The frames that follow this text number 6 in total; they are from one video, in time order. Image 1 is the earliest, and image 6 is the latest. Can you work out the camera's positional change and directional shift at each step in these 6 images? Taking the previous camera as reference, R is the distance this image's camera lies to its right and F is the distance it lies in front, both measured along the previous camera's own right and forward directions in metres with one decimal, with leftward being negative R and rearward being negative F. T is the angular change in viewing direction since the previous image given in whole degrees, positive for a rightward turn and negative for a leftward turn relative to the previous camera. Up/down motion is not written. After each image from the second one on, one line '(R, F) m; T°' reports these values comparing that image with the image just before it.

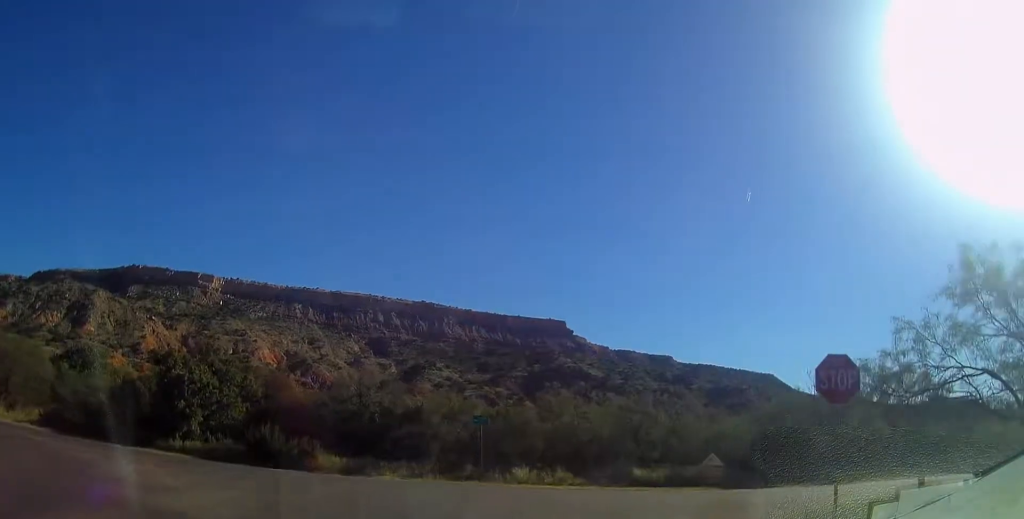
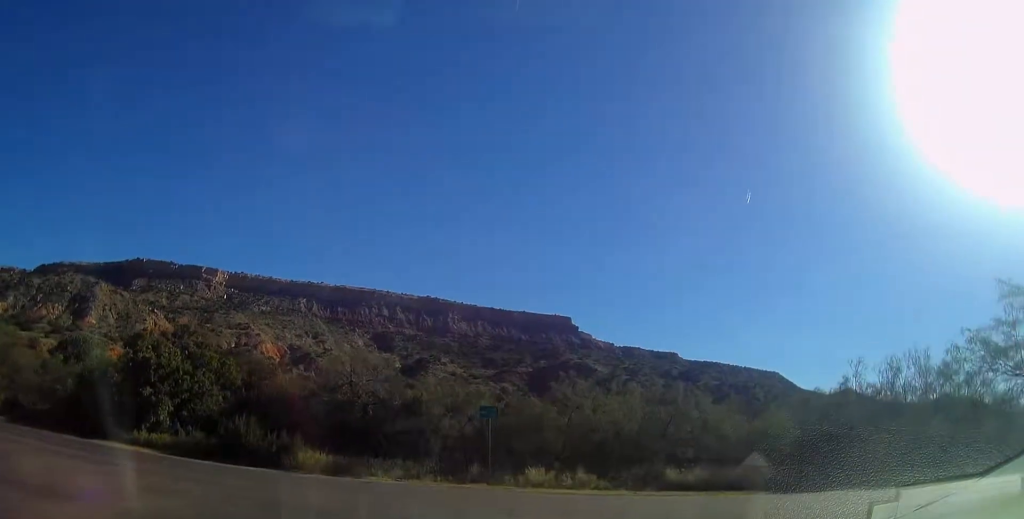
(0.0, +4.3) m; -1°
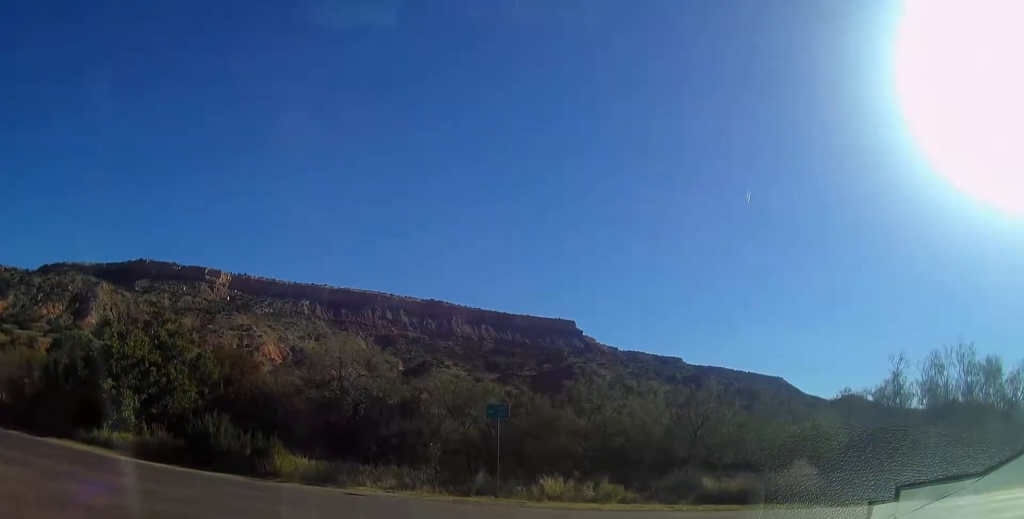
(-0.1, +3.7) m; +3°
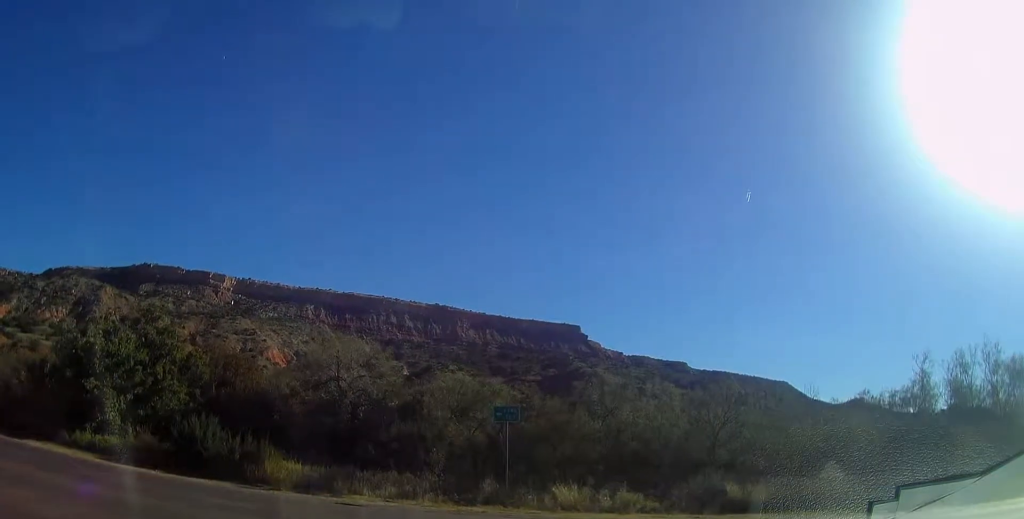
(+0.1, +1.5) m; -7°
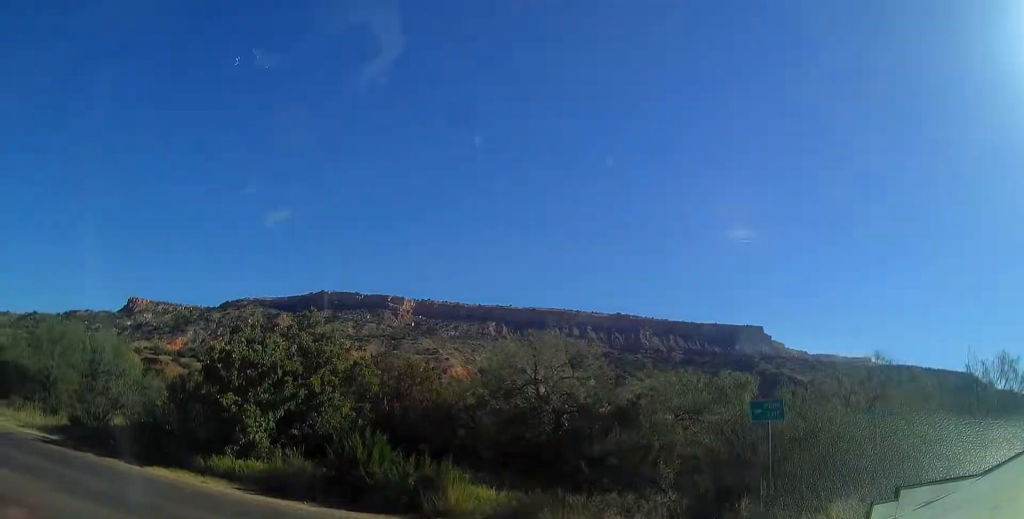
(-1.2, +4.5) m; -30°
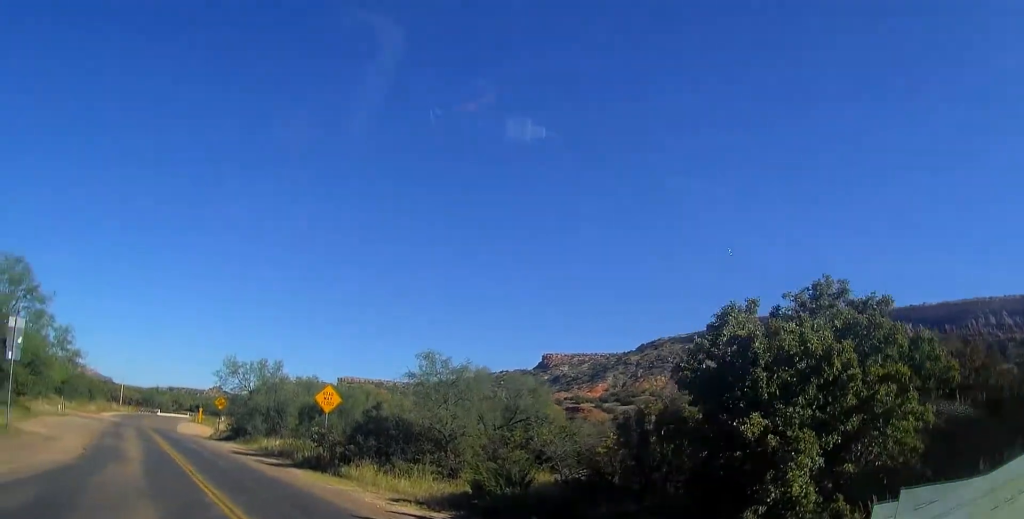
(-3.5, +7.5) m; -39°
